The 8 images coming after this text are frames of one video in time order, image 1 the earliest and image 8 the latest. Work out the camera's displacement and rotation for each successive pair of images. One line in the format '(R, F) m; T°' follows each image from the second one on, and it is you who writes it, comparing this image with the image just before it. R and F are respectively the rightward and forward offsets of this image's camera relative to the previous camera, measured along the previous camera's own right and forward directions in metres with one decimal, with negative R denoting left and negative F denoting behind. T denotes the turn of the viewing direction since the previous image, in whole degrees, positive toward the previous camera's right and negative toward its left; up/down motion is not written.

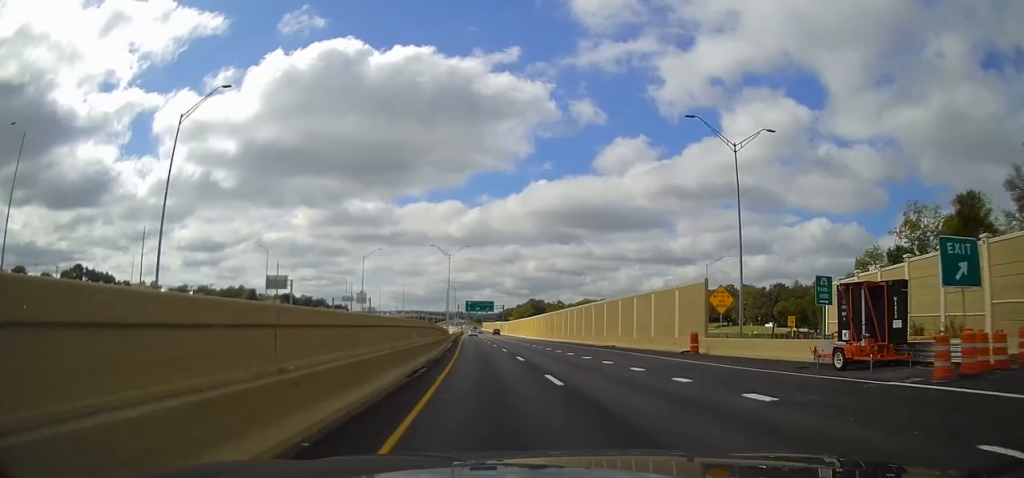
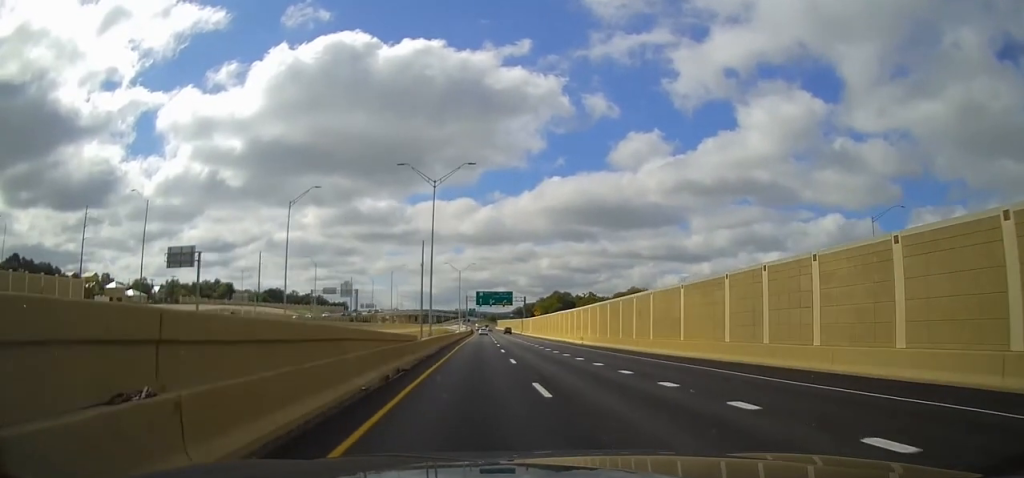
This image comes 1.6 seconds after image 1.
(-0.3, +52.5) m; 0°
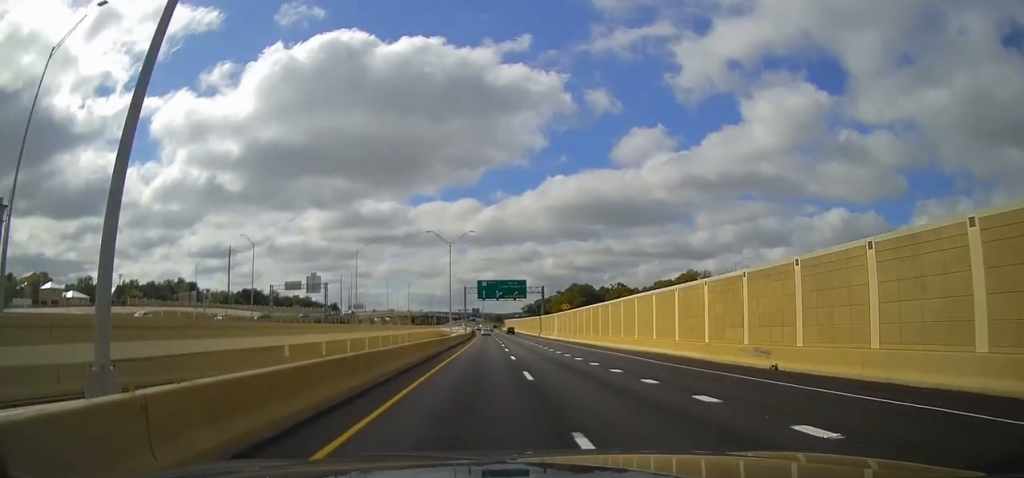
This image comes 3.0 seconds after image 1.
(0.0, +45.8) m; -1°
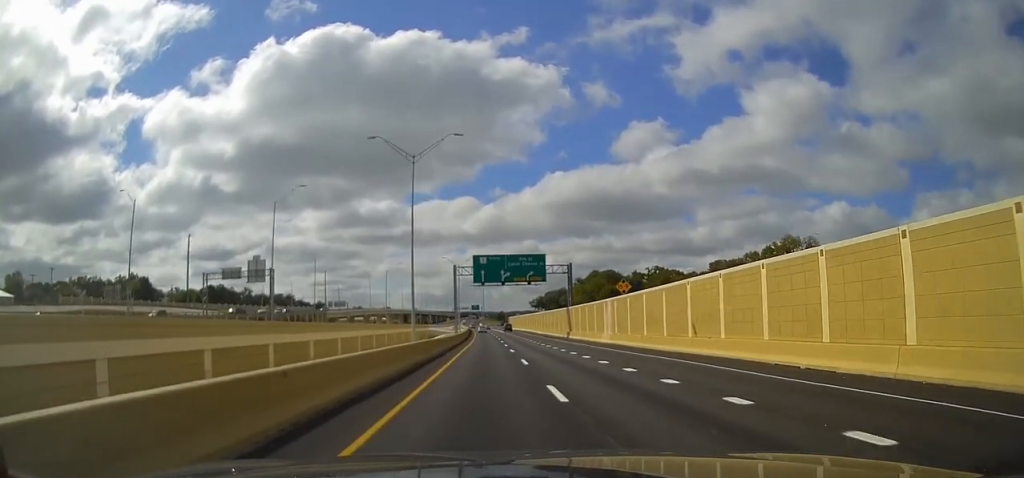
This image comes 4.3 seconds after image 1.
(-0.7, +42.9) m; -2°
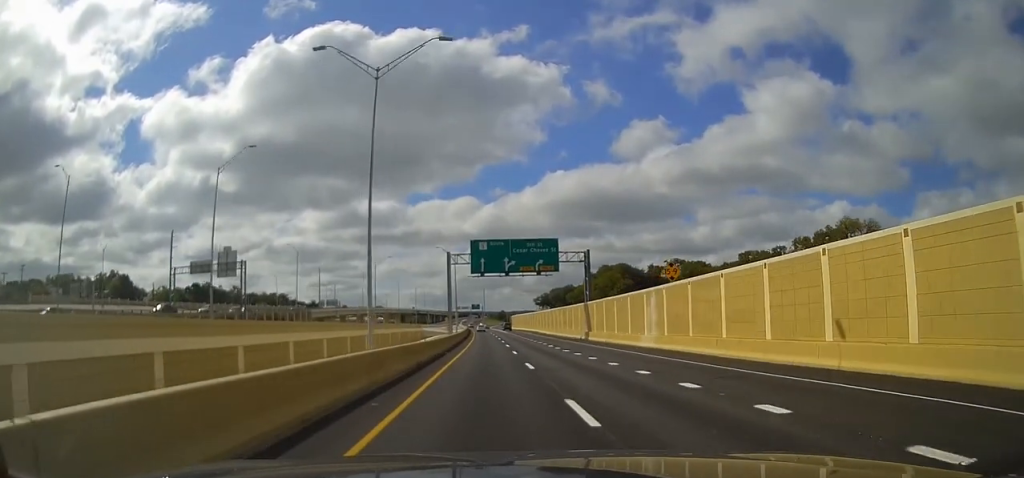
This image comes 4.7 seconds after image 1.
(-0.1, +15.2) m; -1°
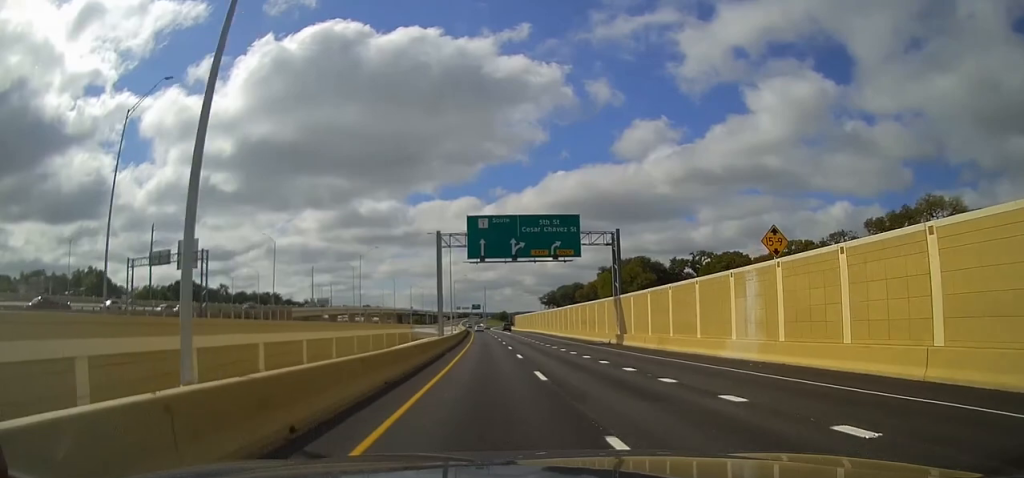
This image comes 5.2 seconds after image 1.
(+0.1, +16.6) m; -1°
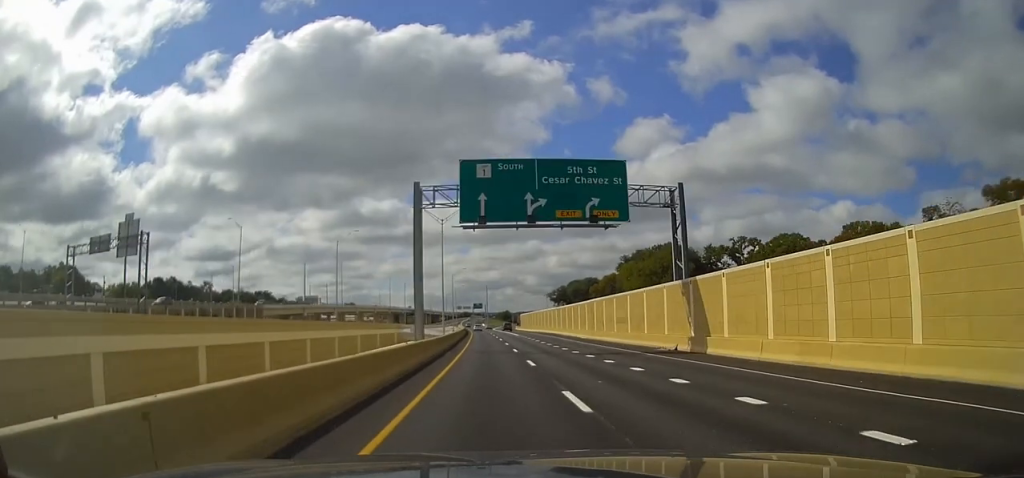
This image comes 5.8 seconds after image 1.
(-0.3, +19.4) m; -1°
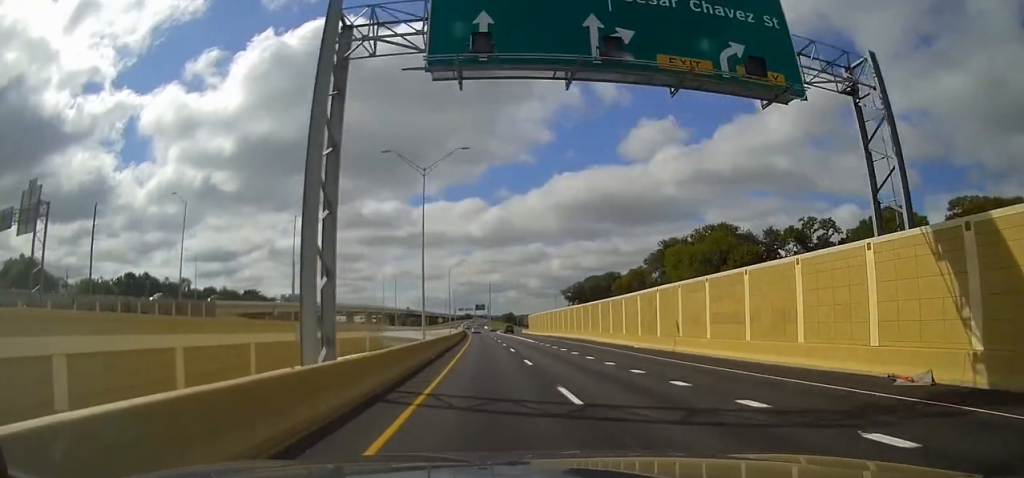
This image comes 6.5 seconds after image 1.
(-0.2, +23.5) m; -1°
